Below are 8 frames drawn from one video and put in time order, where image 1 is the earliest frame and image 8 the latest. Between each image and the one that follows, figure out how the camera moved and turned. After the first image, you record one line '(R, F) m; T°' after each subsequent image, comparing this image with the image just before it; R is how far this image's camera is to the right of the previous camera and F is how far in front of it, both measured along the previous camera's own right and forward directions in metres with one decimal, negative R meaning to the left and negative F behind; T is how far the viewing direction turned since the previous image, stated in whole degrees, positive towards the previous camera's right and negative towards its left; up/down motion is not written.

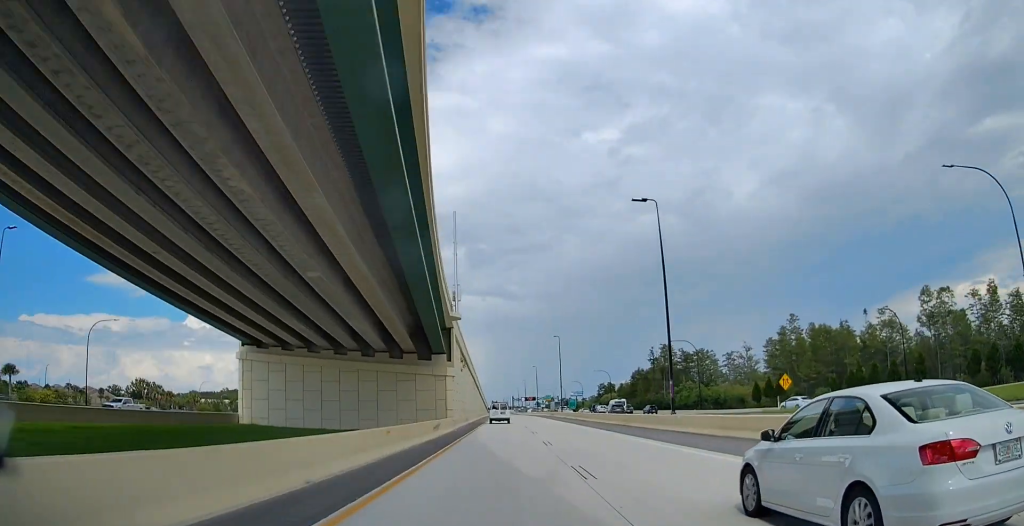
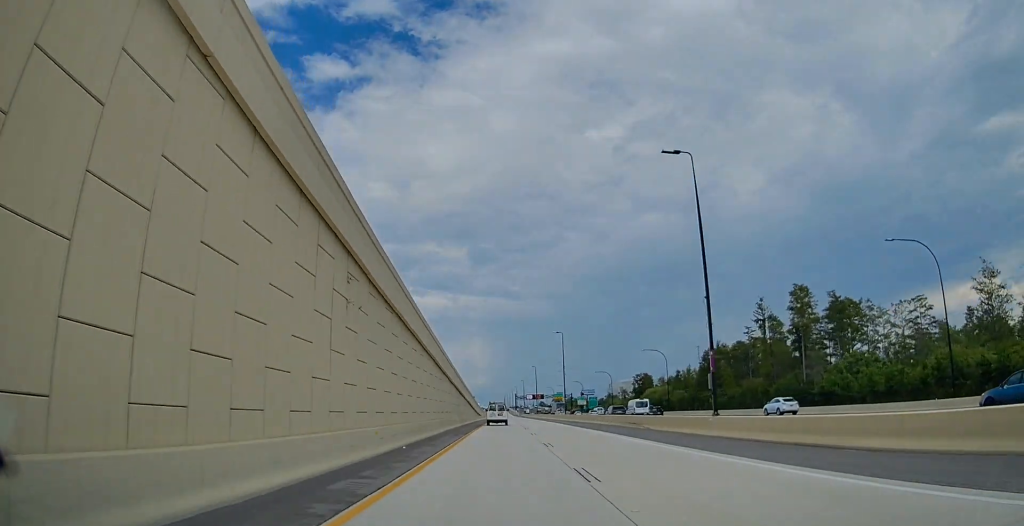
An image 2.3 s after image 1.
(-0.3, +73.6) m; -1°
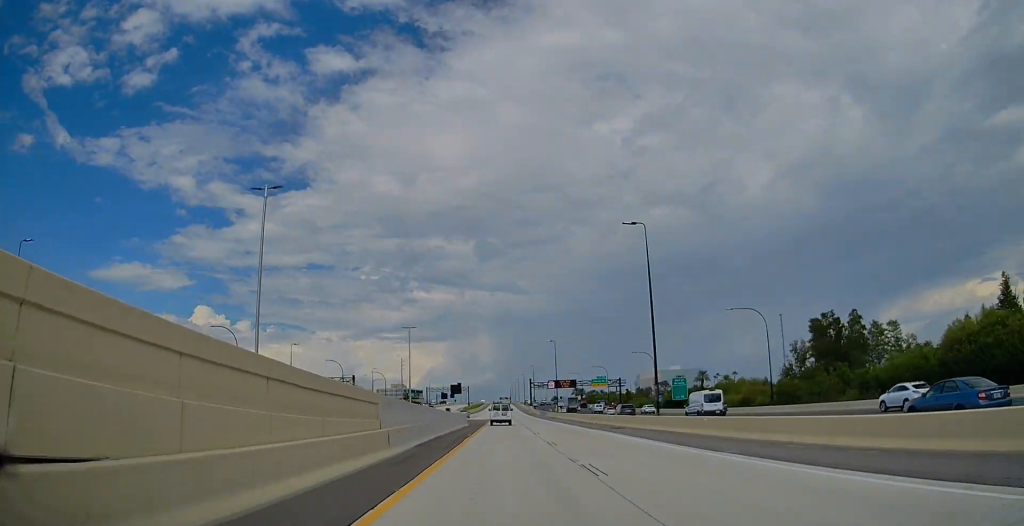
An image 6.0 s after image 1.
(-0.7, +120.6) m; -1°
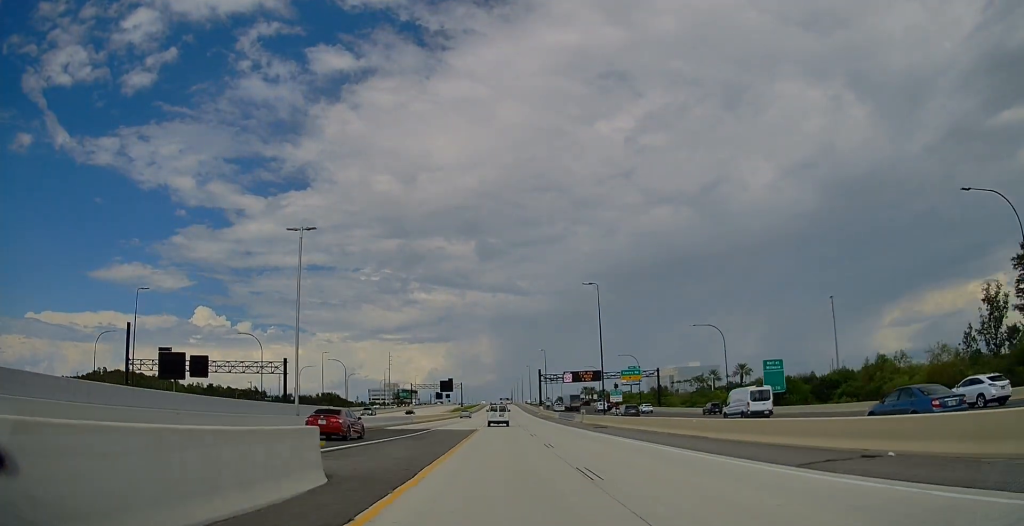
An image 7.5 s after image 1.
(-0.1, +49.3) m; 0°
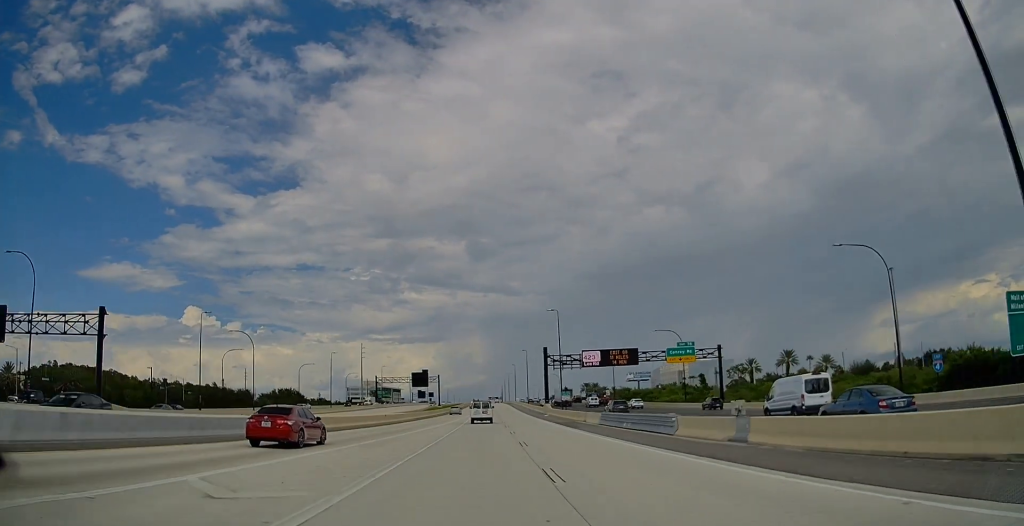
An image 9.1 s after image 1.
(0.0, +49.0) m; 0°
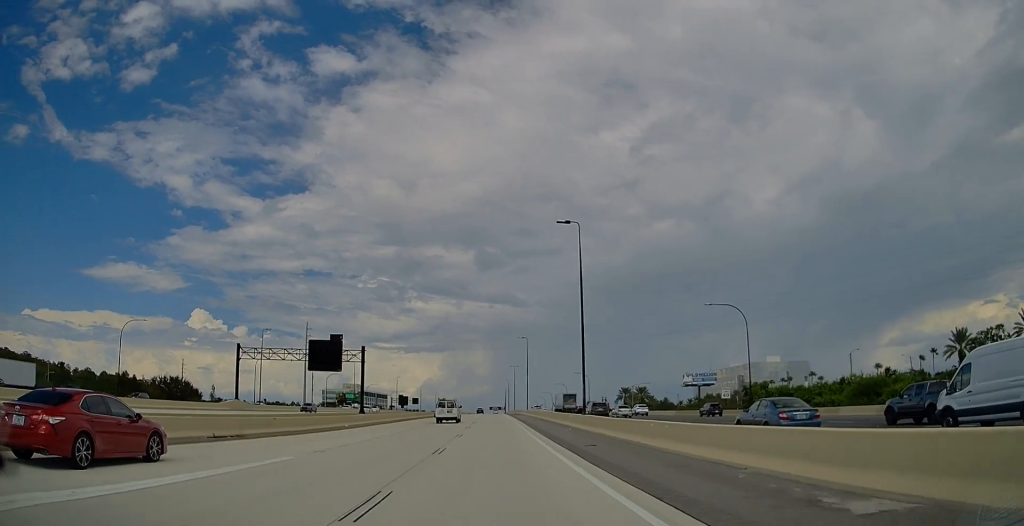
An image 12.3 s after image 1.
(+1.4, +101.4) m; 0°
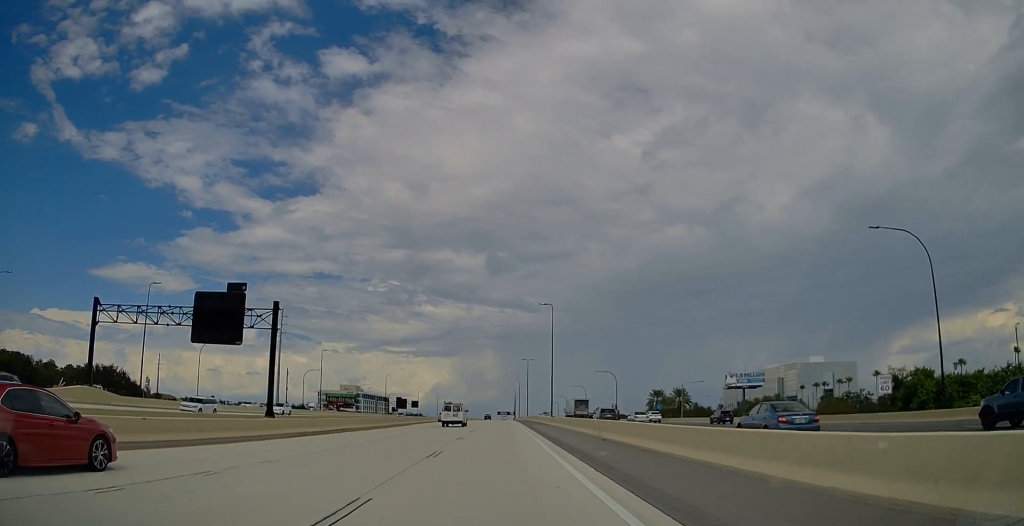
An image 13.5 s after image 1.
(-0.4, +37.7) m; -1°
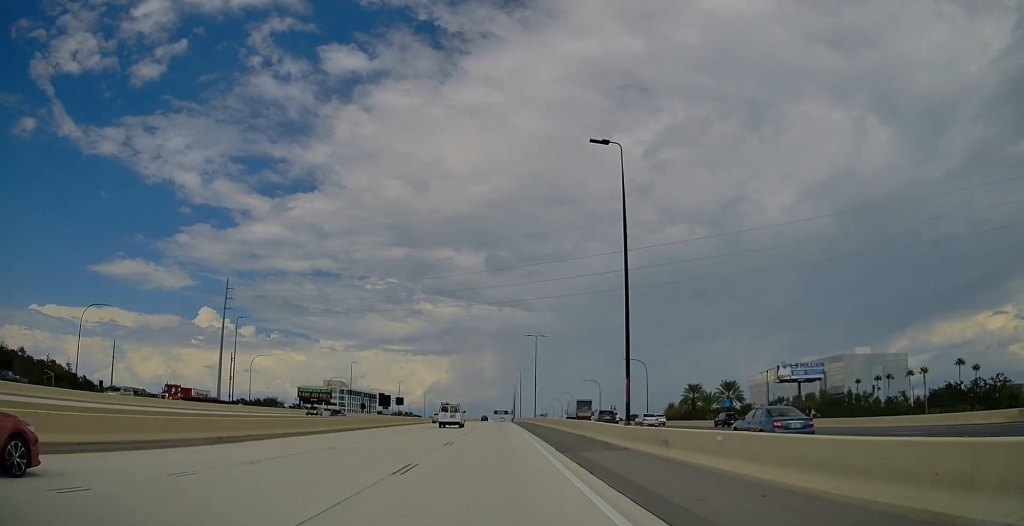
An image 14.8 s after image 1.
(-0.3, +41.8) m; -1°
